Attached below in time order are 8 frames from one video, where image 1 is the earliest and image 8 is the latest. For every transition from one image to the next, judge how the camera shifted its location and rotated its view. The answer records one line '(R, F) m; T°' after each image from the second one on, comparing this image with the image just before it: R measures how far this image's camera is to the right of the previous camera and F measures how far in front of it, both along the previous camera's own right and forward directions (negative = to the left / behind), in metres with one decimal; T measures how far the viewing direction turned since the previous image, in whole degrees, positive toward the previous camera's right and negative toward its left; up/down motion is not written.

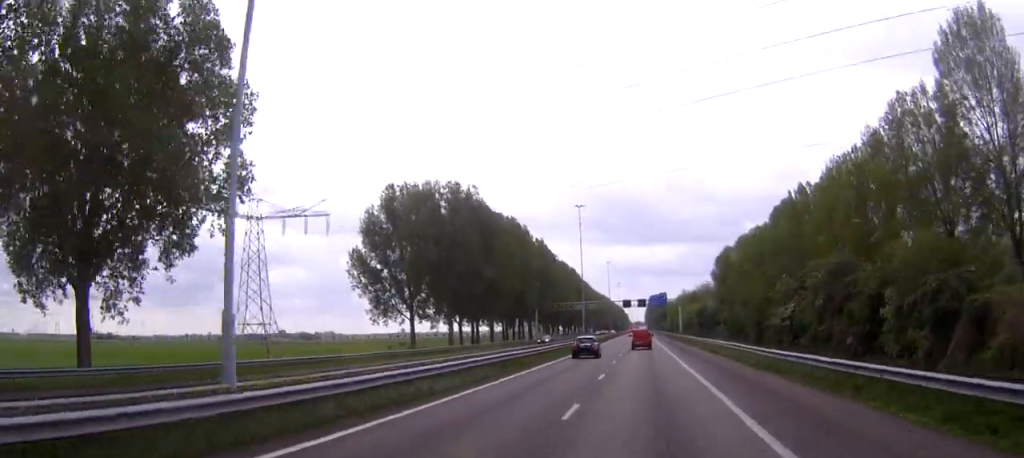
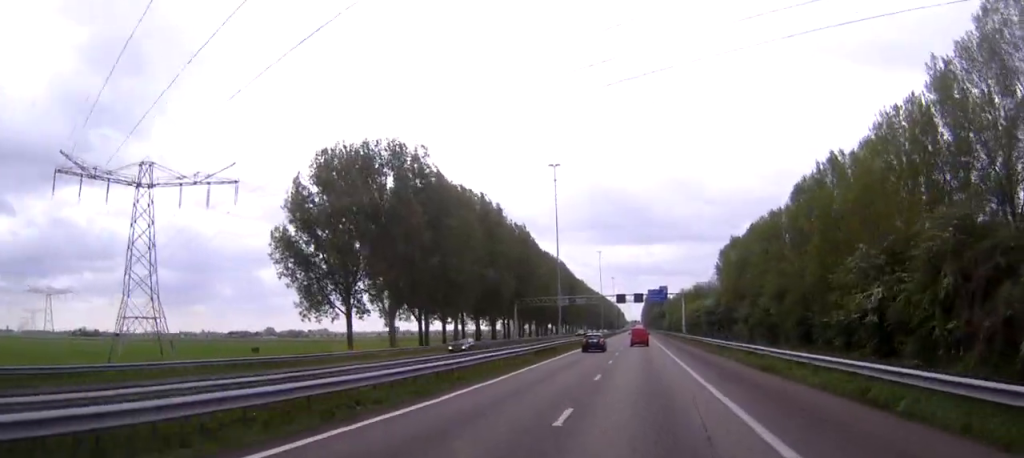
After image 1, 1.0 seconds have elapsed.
(+0.1, +25.3) m; 0°
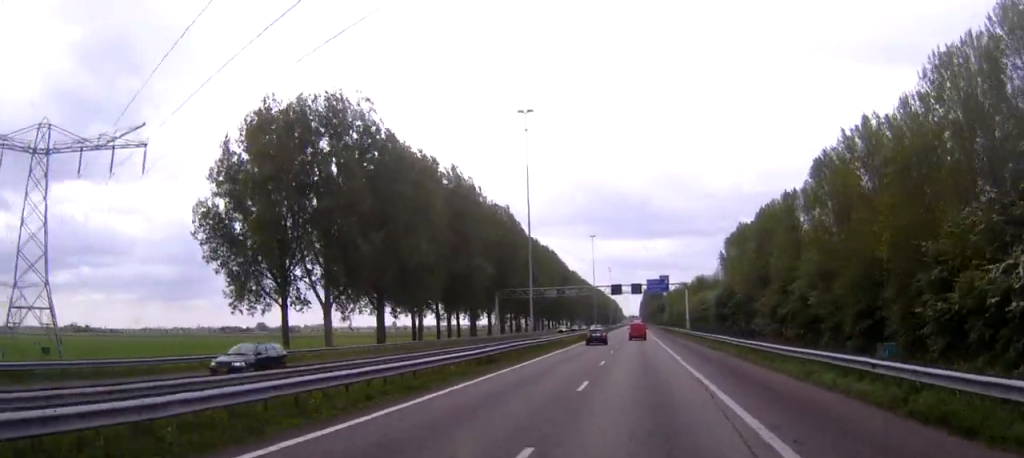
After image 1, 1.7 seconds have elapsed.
(0.0, +17.7) m; 0°
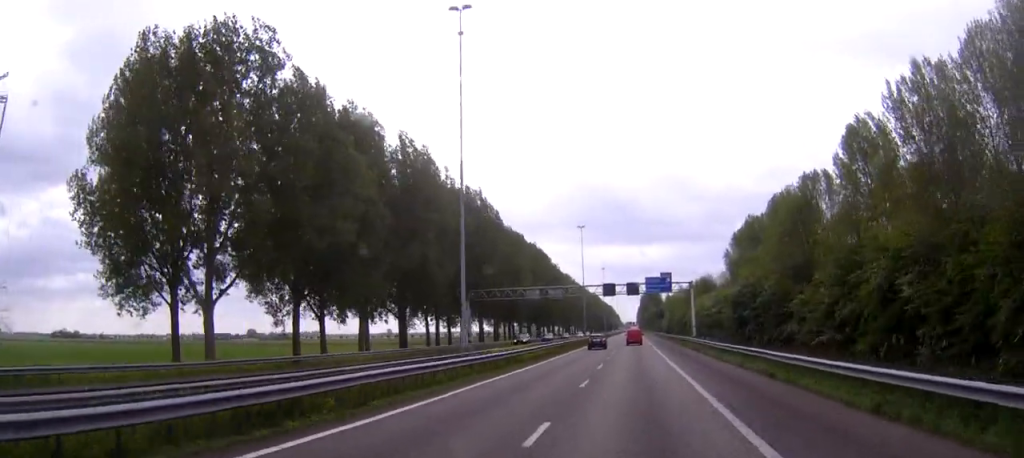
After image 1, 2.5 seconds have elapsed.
(0.0, +20.2) m; 0°
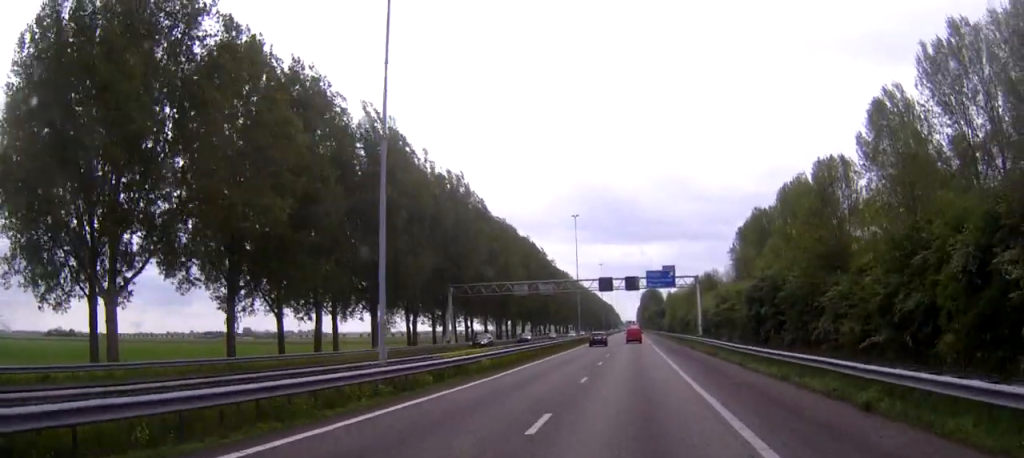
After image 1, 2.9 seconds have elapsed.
(0.0, +11.0) m; 0°
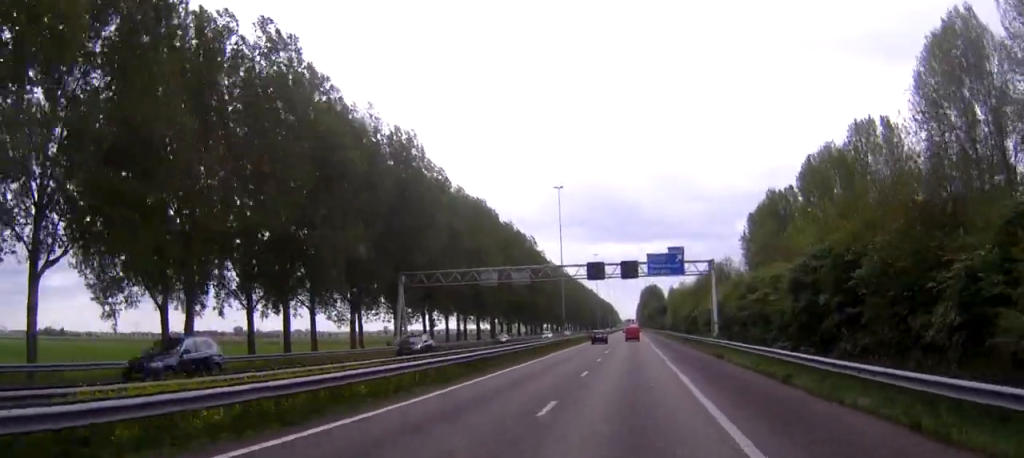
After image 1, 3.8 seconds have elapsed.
(0.0, +21.2) m; 0°
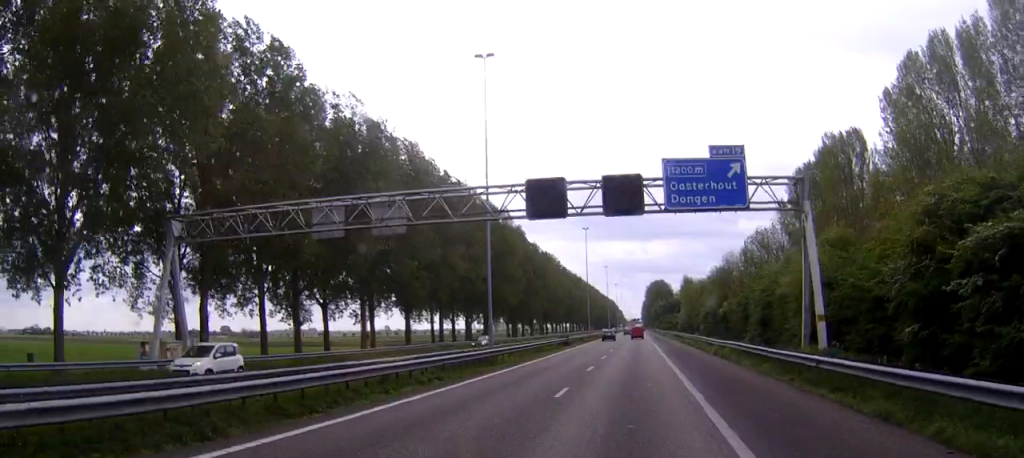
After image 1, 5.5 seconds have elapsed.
(-0.1, +44.2) m; 0°
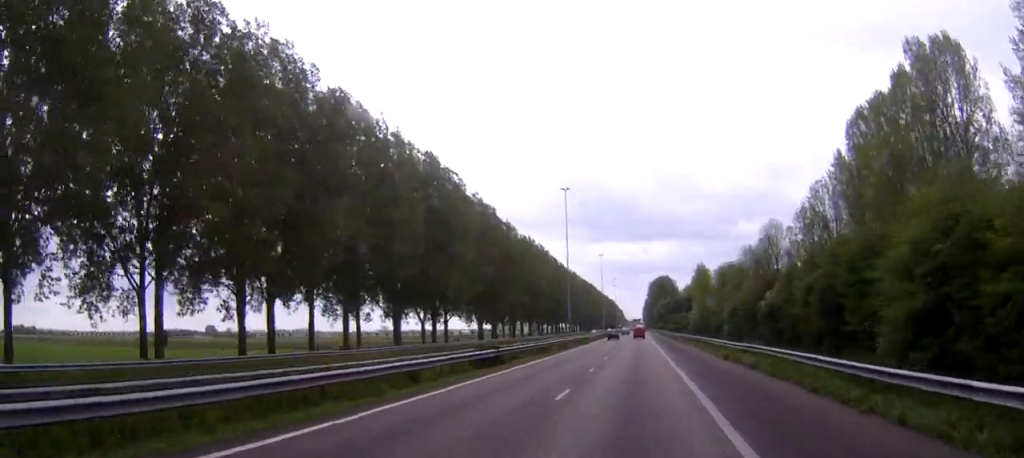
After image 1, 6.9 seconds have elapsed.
(-0.1, +36.4) m; 0°
